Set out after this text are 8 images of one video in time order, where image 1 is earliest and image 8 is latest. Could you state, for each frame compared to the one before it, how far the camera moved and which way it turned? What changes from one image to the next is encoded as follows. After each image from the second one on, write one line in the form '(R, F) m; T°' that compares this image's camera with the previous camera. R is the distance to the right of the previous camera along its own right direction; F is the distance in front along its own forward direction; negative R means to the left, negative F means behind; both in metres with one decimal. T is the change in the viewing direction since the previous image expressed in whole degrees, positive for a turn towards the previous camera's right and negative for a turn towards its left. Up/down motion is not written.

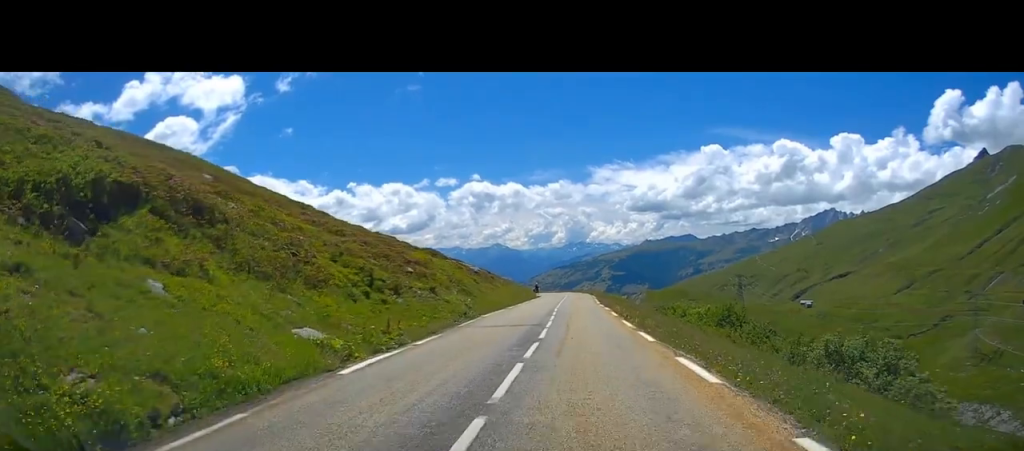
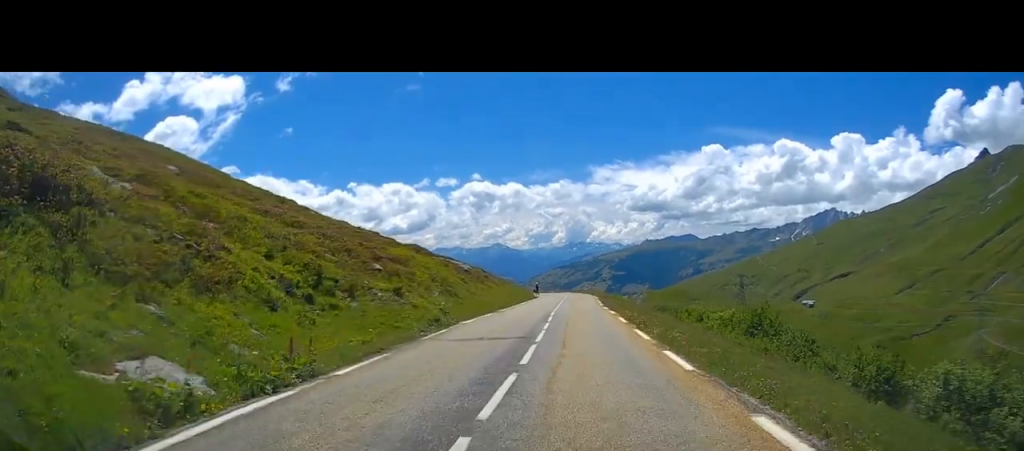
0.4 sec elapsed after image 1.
(+0.1, +5.8) m; +1°
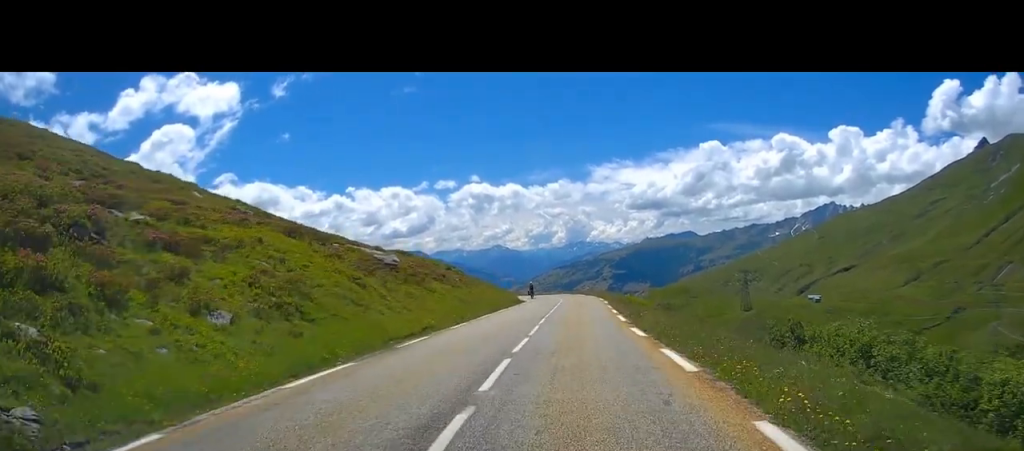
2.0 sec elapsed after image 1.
(-0.1, +20.2) m; -1°
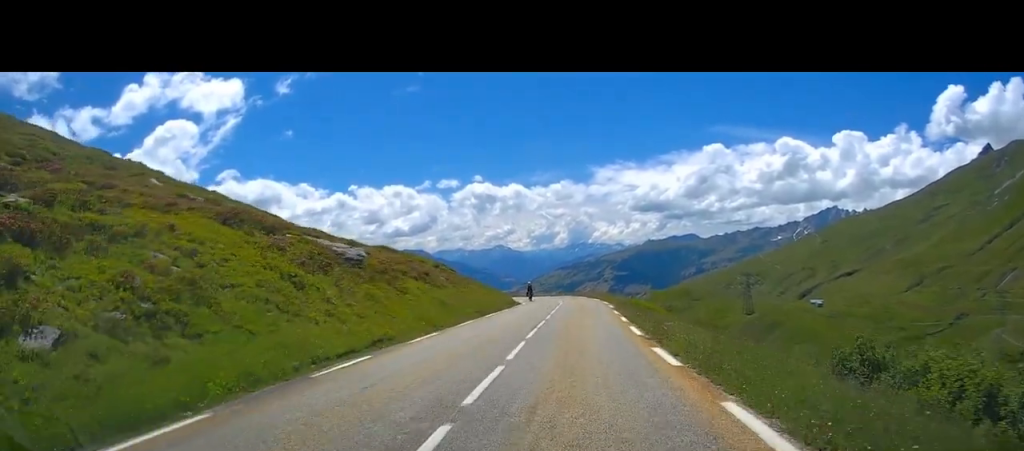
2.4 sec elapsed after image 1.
(0.0, +5.1) m; 0°
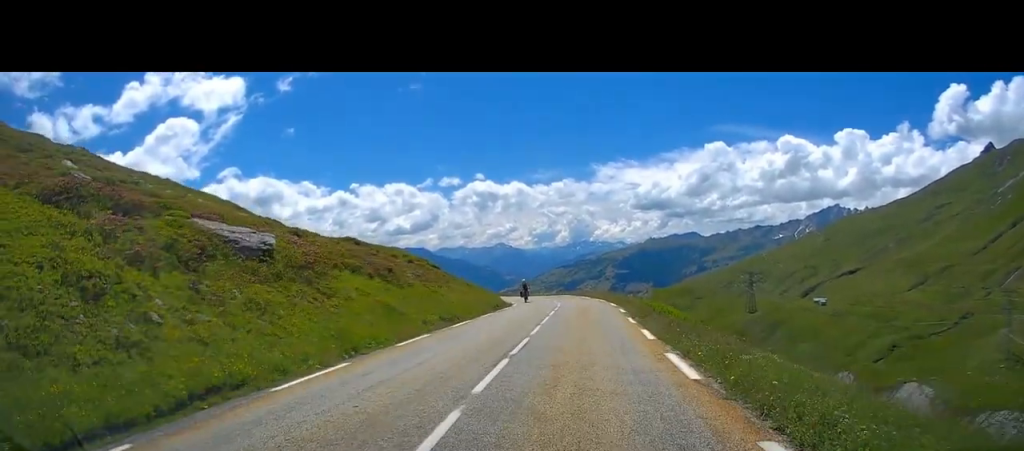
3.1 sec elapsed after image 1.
(-0.1, +7.6) m; 0°
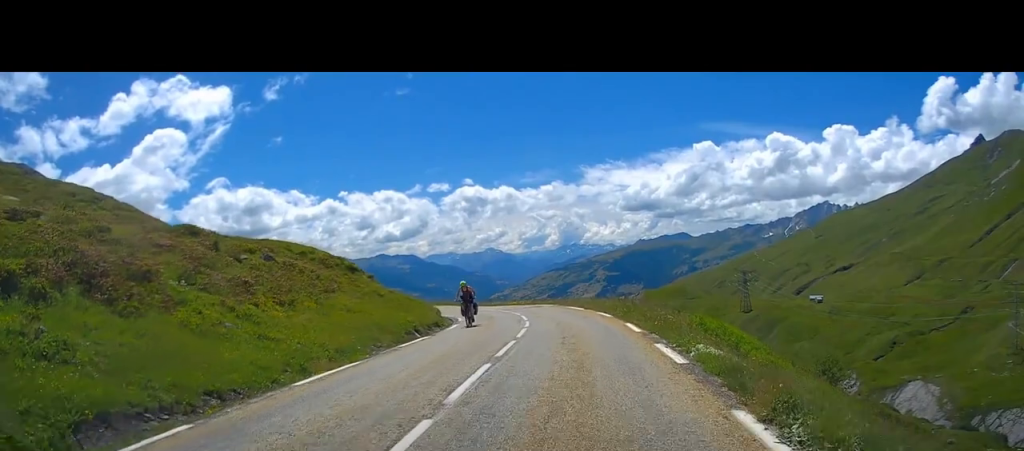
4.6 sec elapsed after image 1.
(-0.9, +16.5) m; -10°
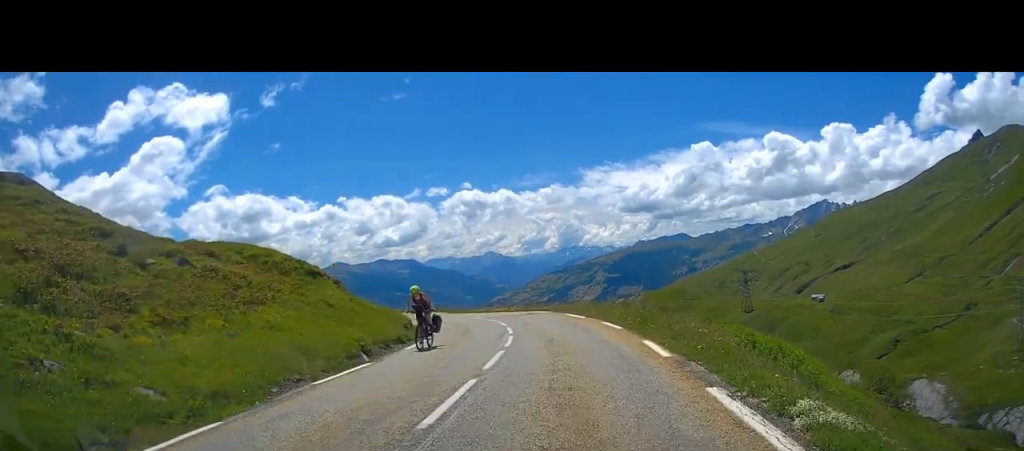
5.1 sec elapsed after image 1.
(-1.3, +4.5) m; +3°
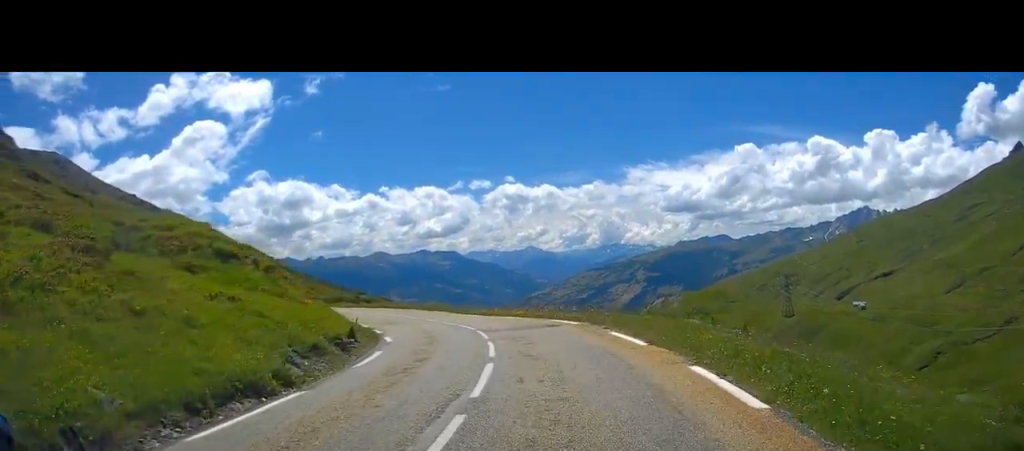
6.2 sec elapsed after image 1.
(+2.5, +11.7) m; +10°
